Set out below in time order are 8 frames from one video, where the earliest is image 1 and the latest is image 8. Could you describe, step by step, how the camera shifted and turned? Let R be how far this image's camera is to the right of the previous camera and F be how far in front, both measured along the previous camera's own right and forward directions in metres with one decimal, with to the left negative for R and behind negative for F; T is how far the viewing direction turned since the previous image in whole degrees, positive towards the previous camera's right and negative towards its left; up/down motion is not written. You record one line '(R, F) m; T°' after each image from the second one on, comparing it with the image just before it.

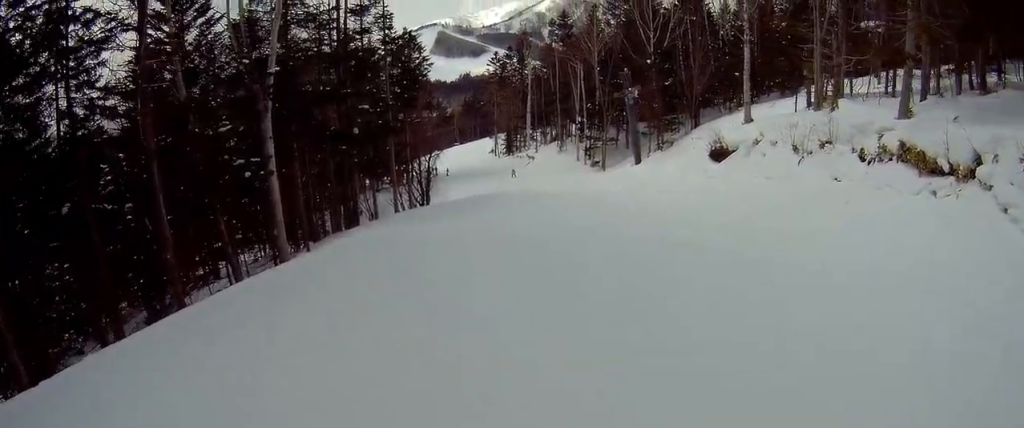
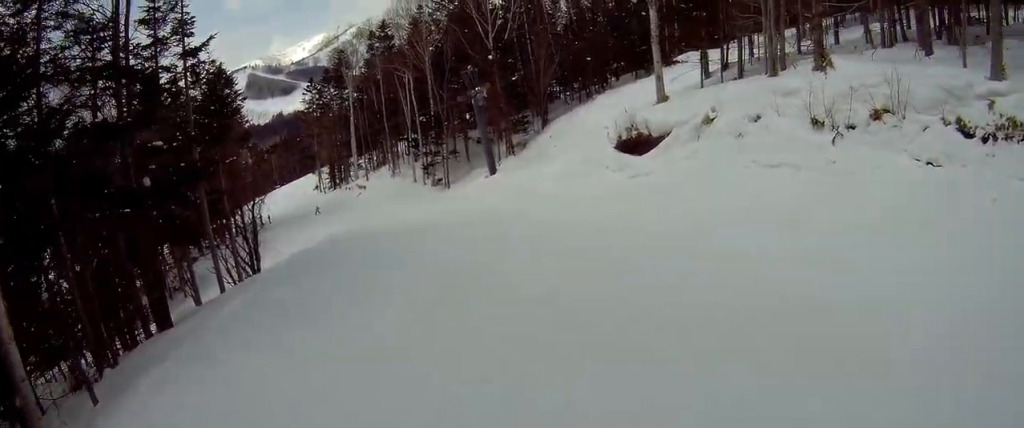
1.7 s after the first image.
(+0.3, +9.1) m; +15°
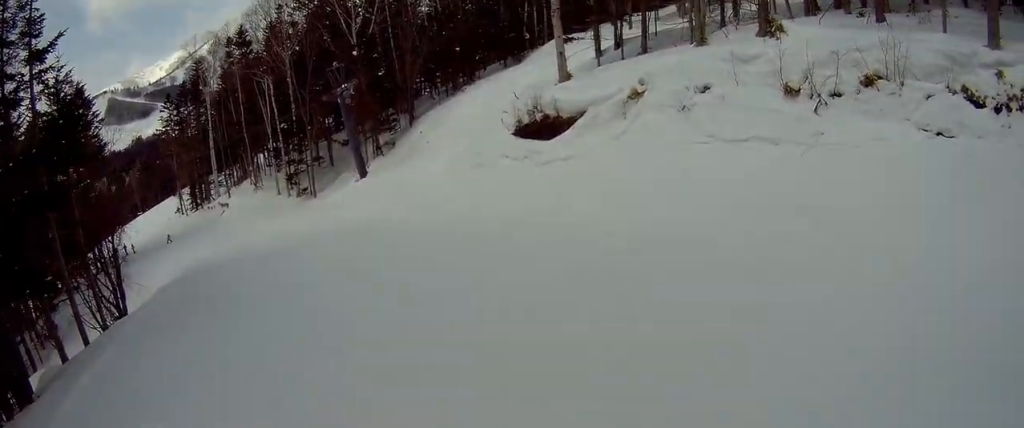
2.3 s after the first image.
(+0.6, +3.6) m; +9°
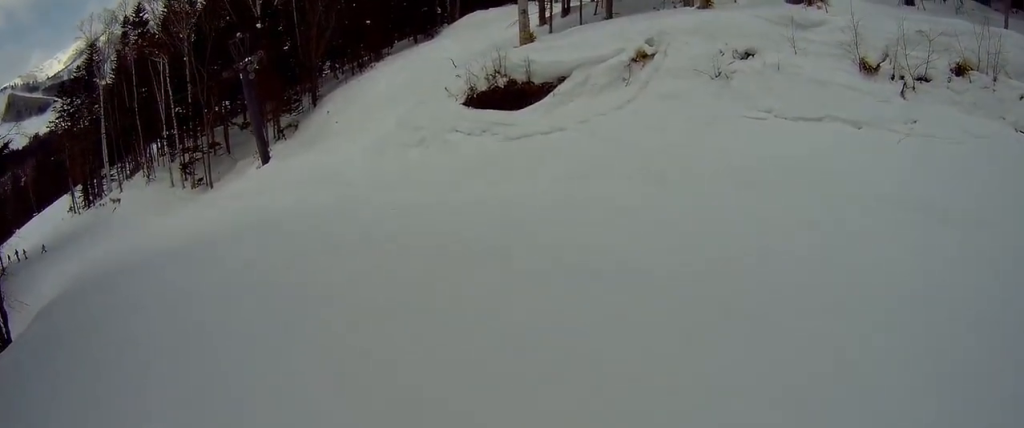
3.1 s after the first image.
(+0.4, +4.2) m; +9°
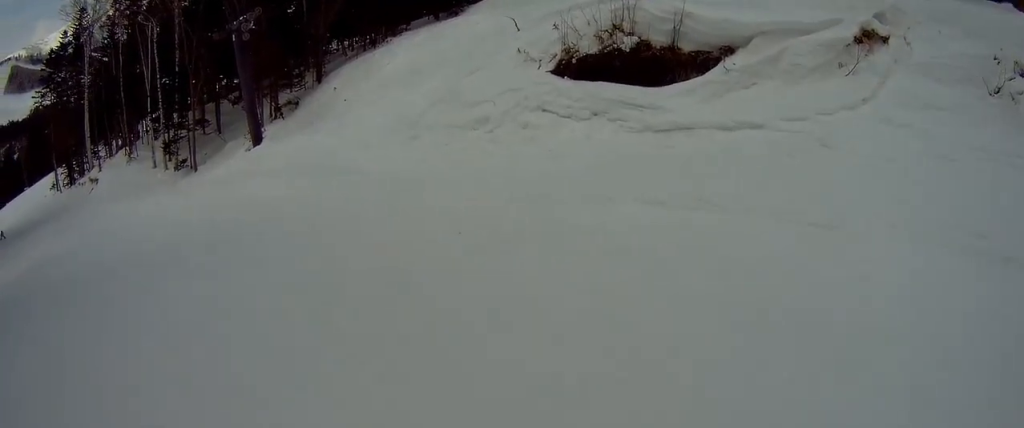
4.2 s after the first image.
(+0.6, +5.8) m; -4°
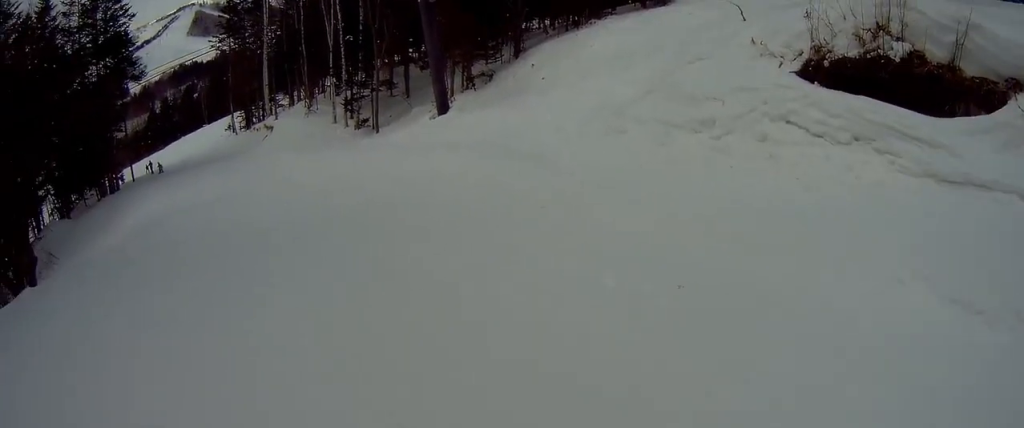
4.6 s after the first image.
(+0.6, +2.2) m; -8°
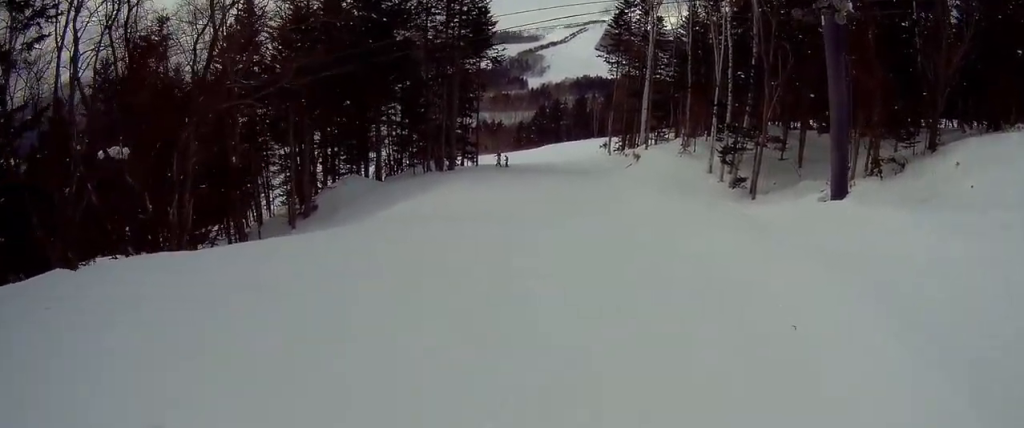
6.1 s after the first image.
(-3.2, +7.8) m; -22°
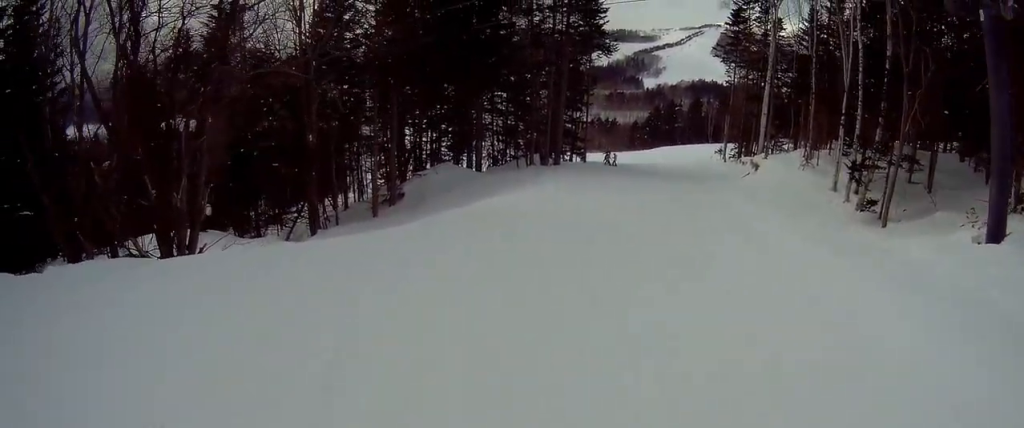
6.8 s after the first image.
(0.0, +4.1) m; +2°
